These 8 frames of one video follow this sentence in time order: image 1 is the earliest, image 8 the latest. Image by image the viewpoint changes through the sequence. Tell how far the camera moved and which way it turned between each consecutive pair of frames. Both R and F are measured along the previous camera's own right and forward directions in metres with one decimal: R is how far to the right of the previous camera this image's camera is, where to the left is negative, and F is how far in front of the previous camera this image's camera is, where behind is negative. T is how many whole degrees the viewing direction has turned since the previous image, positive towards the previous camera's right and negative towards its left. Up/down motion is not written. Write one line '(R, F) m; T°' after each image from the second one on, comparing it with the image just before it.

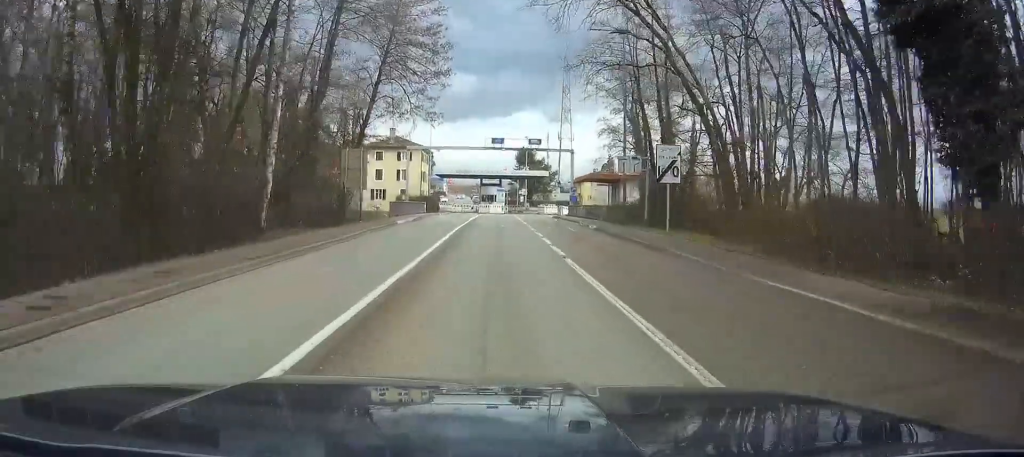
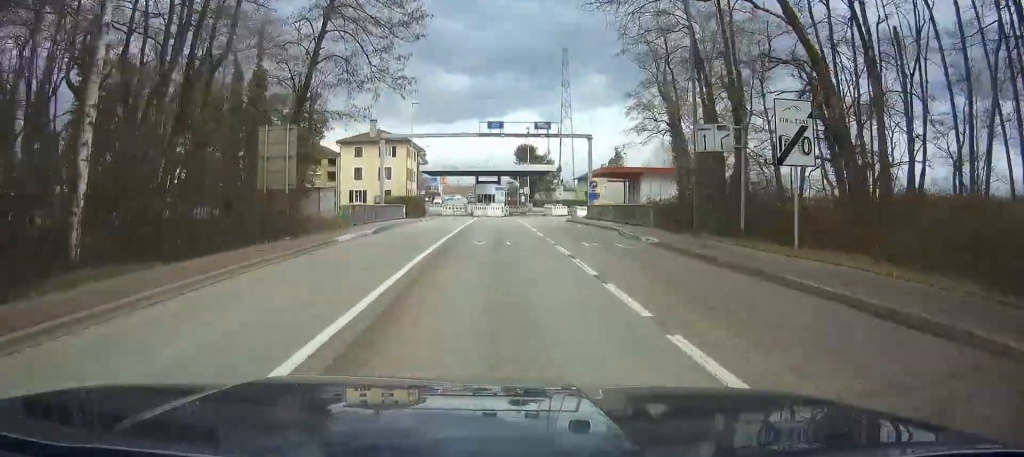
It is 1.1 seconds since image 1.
(+0.4, +15.2) m; +1°
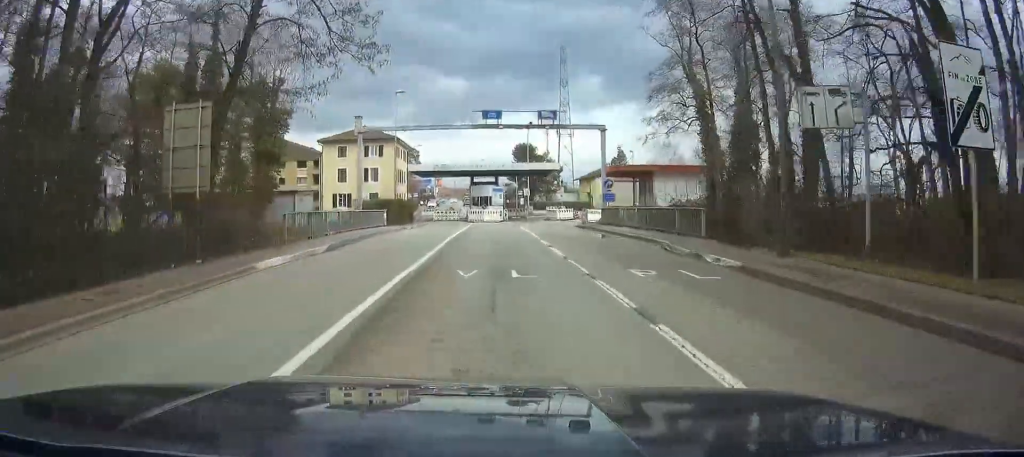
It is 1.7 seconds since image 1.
(0.0, +8.4) m; -1°
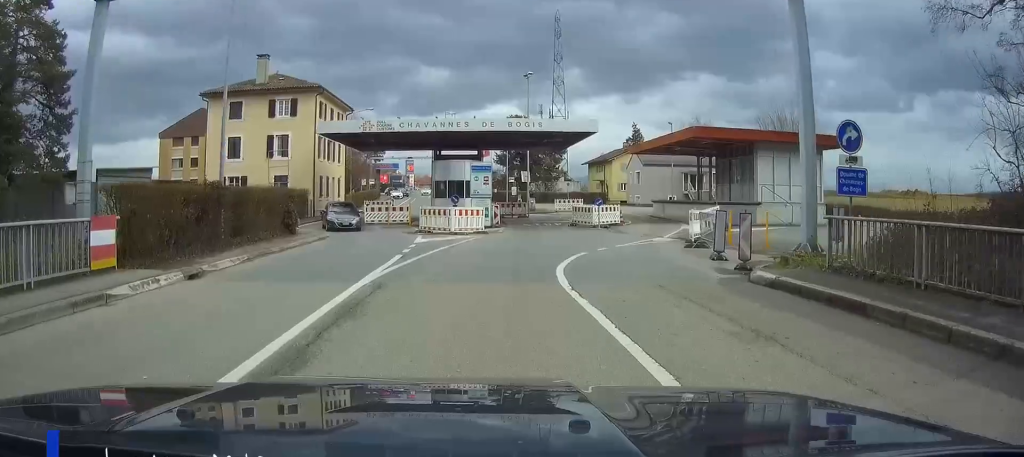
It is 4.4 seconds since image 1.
(+0.6, +31.7) m; +4°
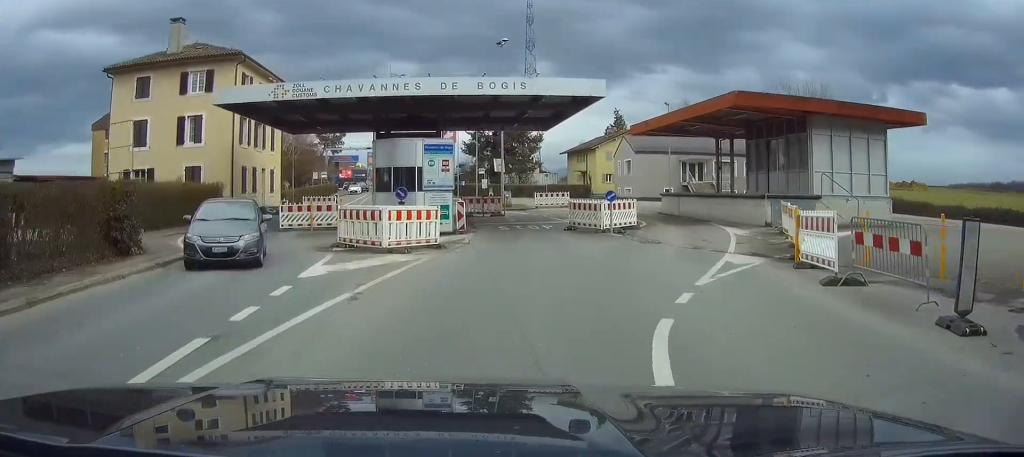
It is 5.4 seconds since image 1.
(+0.1, +10.9) m; 0°
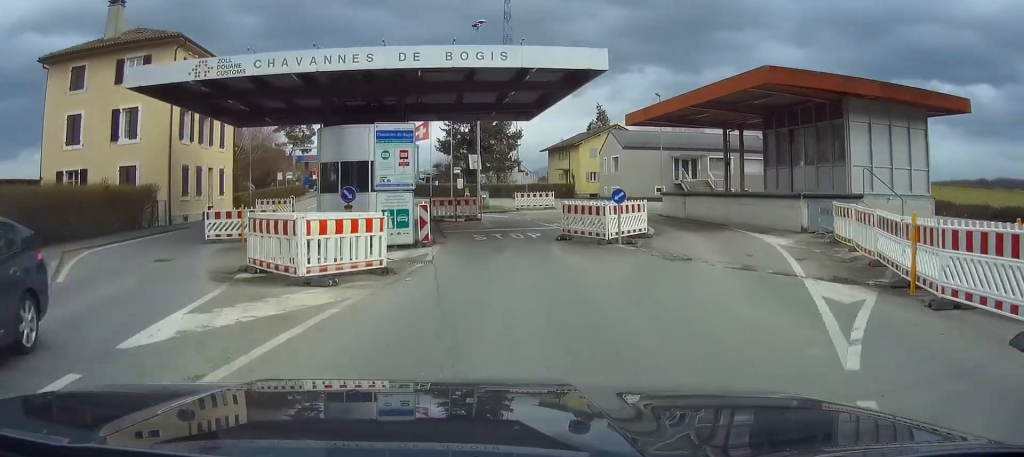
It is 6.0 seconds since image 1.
(0.0, +5.4) m; 0°
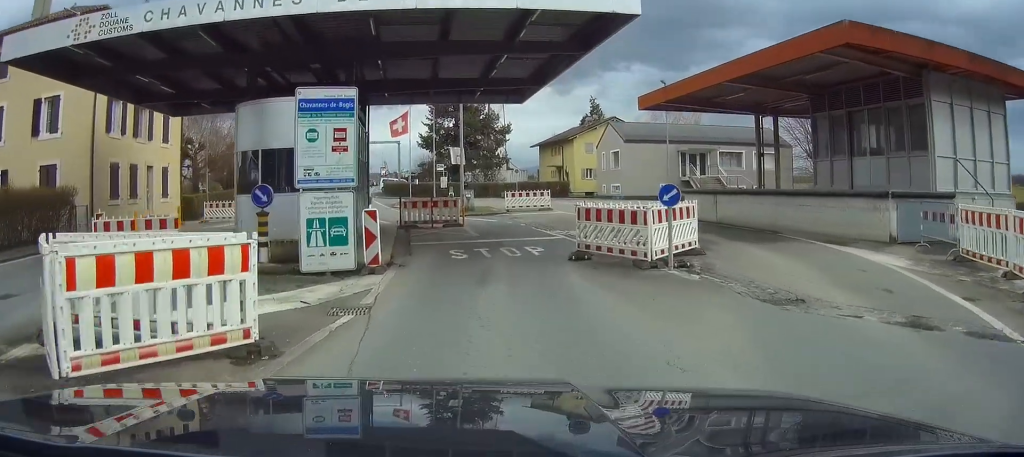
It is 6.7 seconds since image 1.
(0.0, +6.4) m; 0°
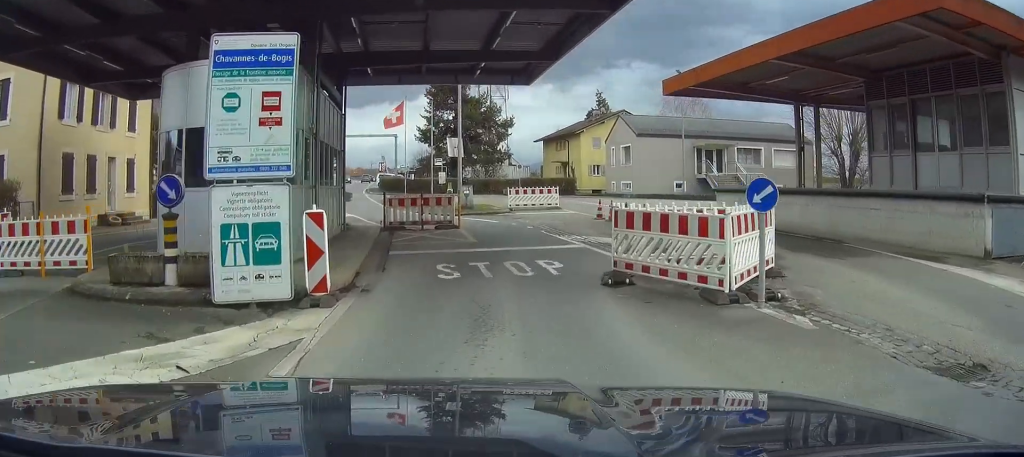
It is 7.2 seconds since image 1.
(0.0, +3.8) m; 0°
